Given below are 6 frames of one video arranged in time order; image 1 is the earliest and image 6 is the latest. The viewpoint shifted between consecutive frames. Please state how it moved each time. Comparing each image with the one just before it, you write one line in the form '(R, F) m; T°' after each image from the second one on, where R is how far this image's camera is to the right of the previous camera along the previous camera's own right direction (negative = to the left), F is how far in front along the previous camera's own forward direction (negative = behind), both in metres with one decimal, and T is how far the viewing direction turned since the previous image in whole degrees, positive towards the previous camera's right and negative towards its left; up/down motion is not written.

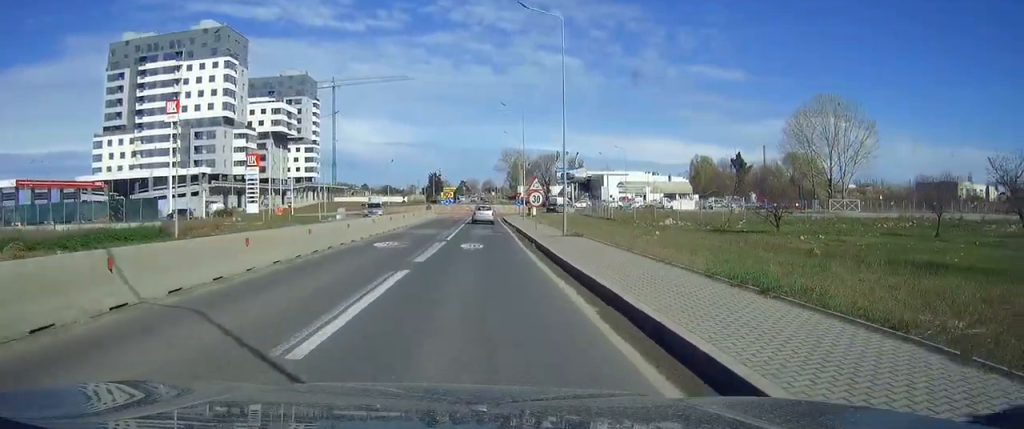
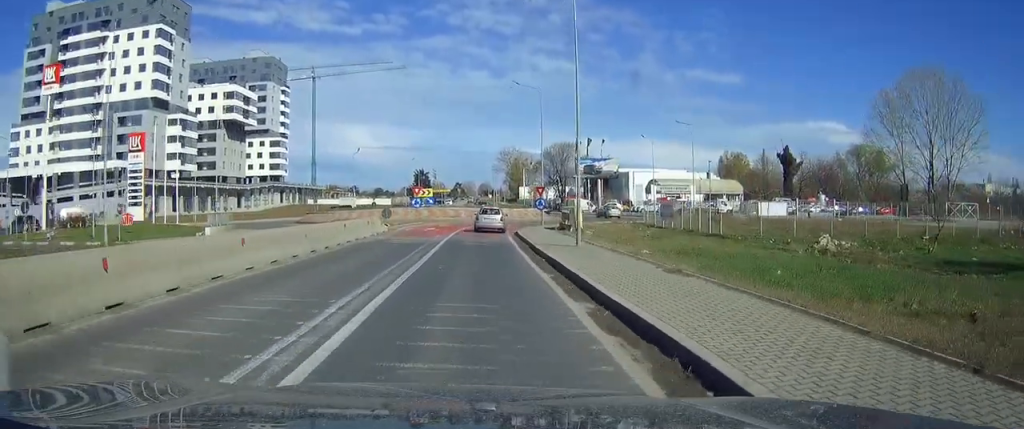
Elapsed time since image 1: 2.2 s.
(+0.2, +36.5) m; 0°
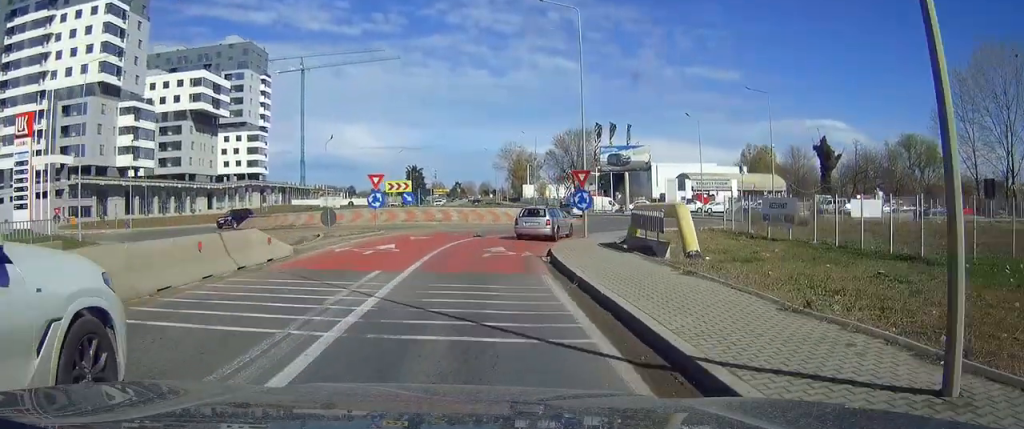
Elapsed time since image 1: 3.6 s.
(+0.2, +20.5) m; +1°
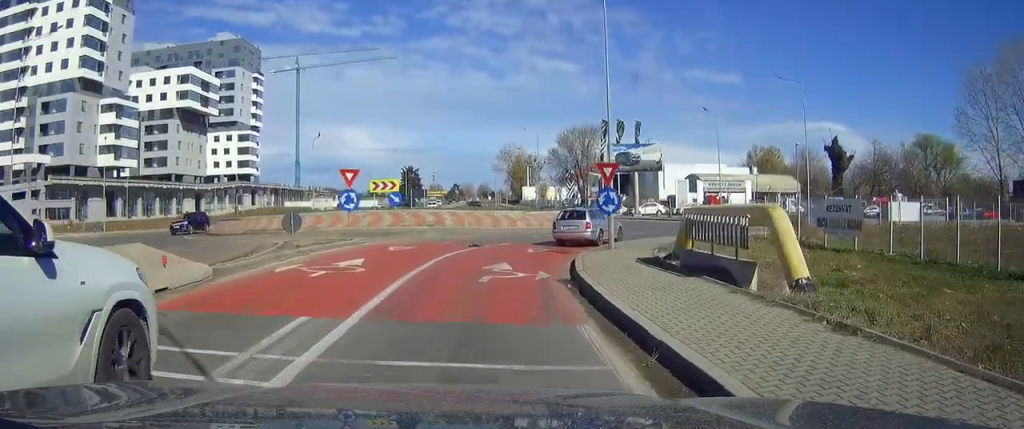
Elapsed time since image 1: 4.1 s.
(0.0, +6.6) m; 0°
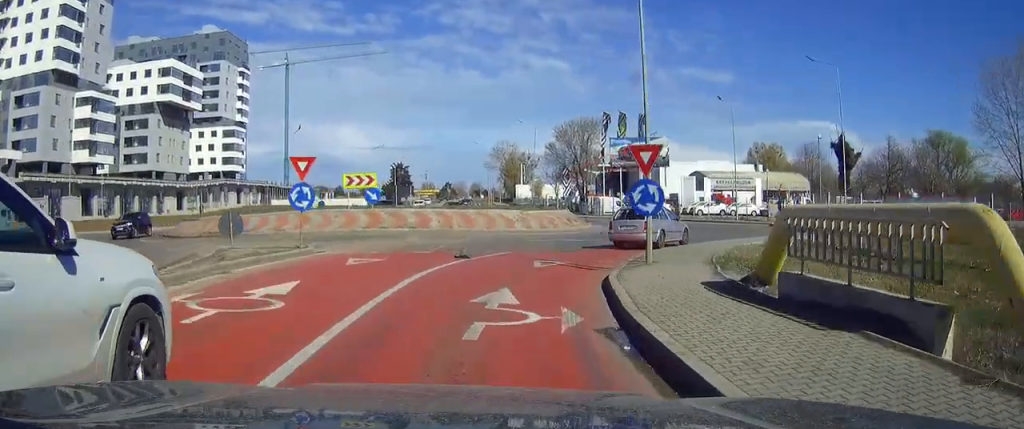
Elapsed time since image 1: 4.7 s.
(-0.1, +6.1) m; +1°
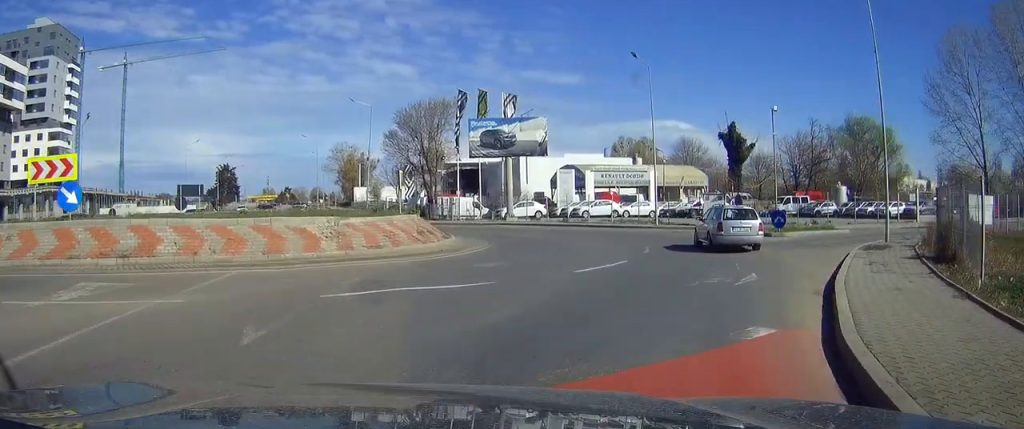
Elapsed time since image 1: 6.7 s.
(+1.6, +18.1) m; +17°
